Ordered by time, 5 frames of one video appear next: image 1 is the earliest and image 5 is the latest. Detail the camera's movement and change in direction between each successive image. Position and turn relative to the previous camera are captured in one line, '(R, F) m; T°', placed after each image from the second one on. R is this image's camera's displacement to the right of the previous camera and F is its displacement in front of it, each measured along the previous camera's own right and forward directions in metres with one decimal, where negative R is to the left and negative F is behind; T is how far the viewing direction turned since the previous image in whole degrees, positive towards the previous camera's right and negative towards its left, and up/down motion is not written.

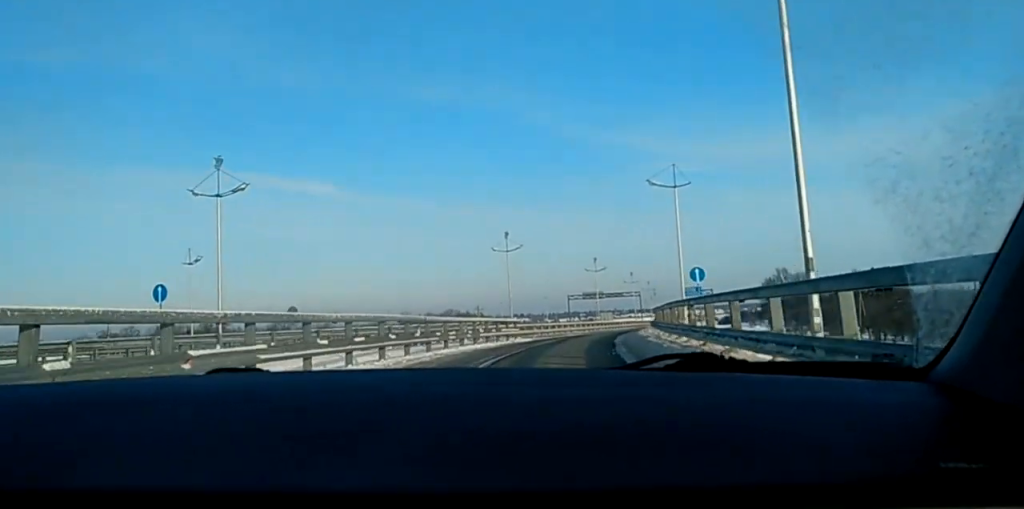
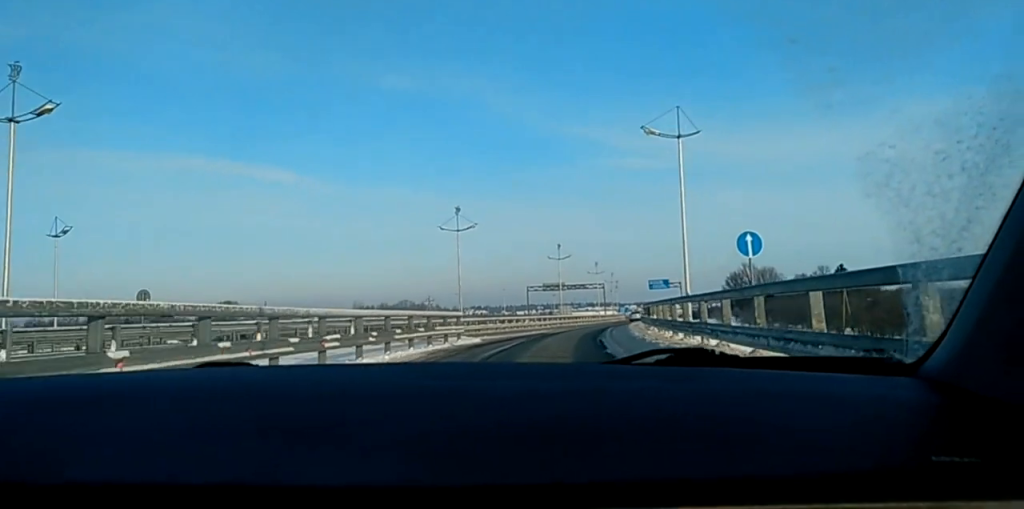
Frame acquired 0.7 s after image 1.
(+0.3, +13.6) m; +2°
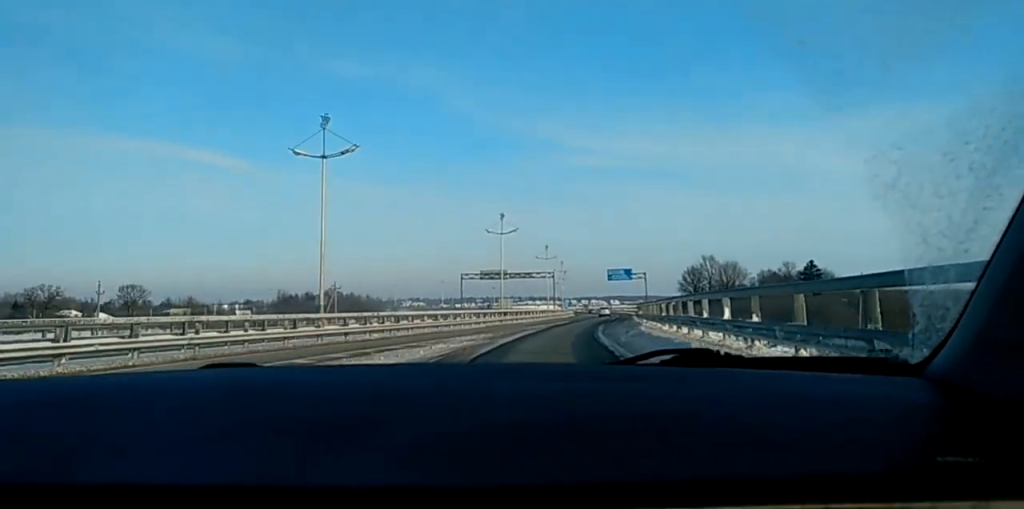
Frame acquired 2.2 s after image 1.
(+1.0, +30.7) m; +3°
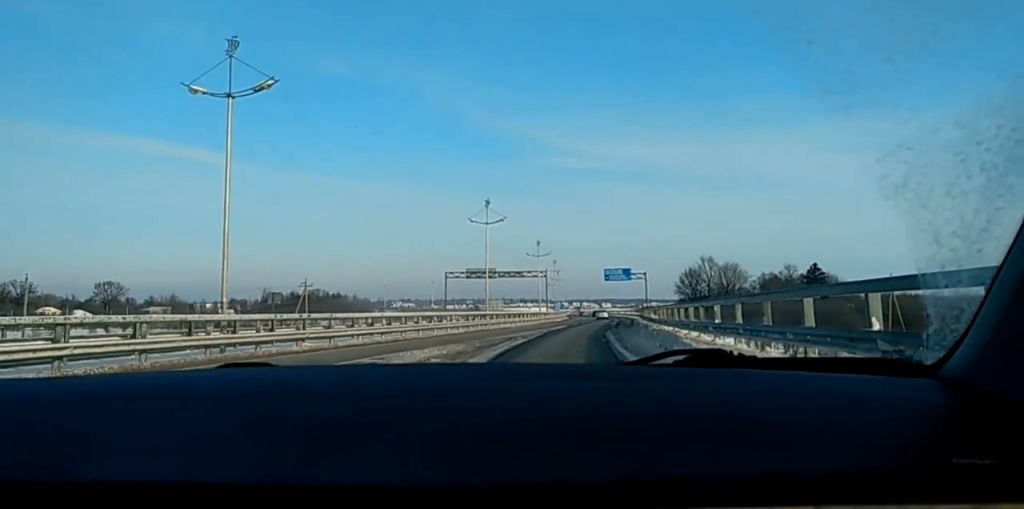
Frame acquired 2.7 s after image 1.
(0.0, +10.5) m; +1°
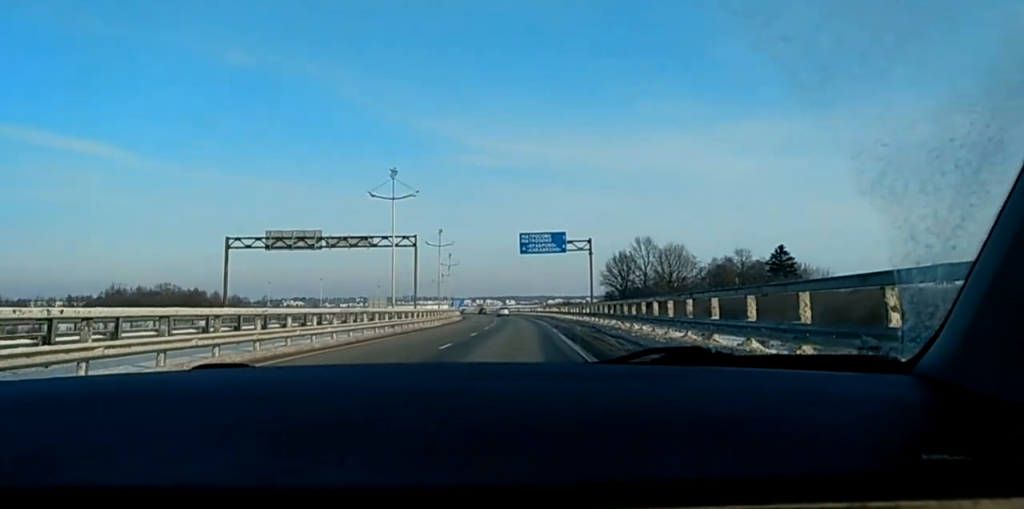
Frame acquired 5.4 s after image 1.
(+3.4, +56.0) m; +6°
